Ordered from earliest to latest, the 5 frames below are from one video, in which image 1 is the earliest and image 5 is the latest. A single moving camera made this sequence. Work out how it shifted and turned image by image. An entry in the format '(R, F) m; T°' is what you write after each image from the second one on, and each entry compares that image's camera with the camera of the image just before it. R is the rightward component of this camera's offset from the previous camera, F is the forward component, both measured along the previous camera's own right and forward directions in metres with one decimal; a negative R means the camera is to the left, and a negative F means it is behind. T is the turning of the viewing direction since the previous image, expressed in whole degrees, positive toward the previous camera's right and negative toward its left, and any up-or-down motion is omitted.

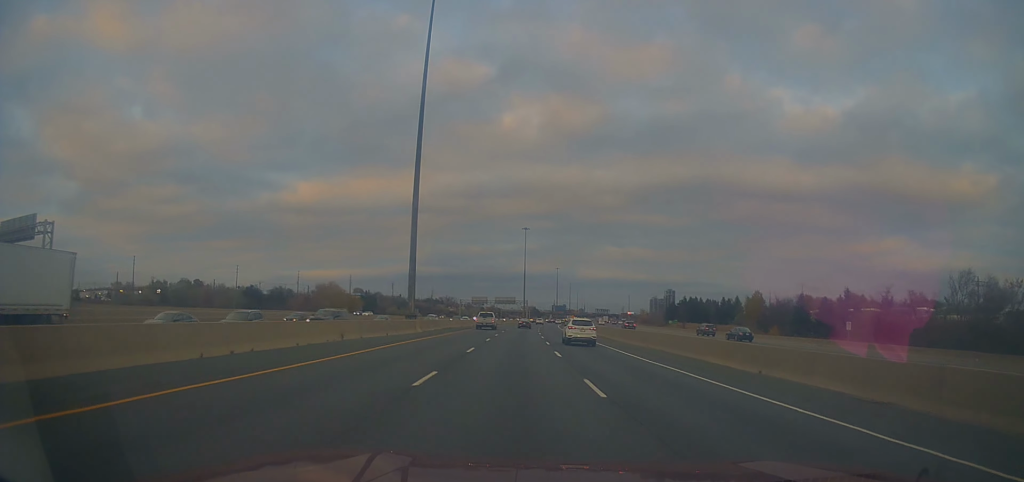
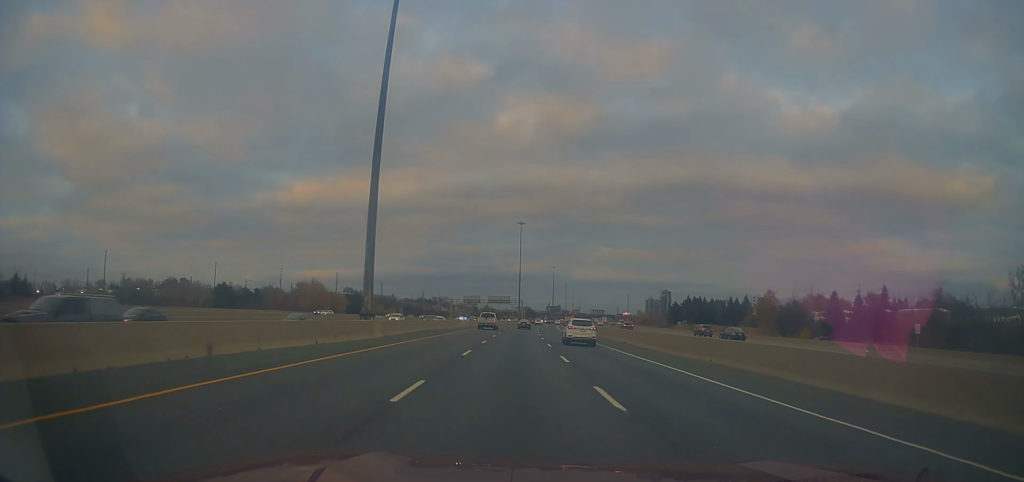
(+0.2, +13.8) m; +1°
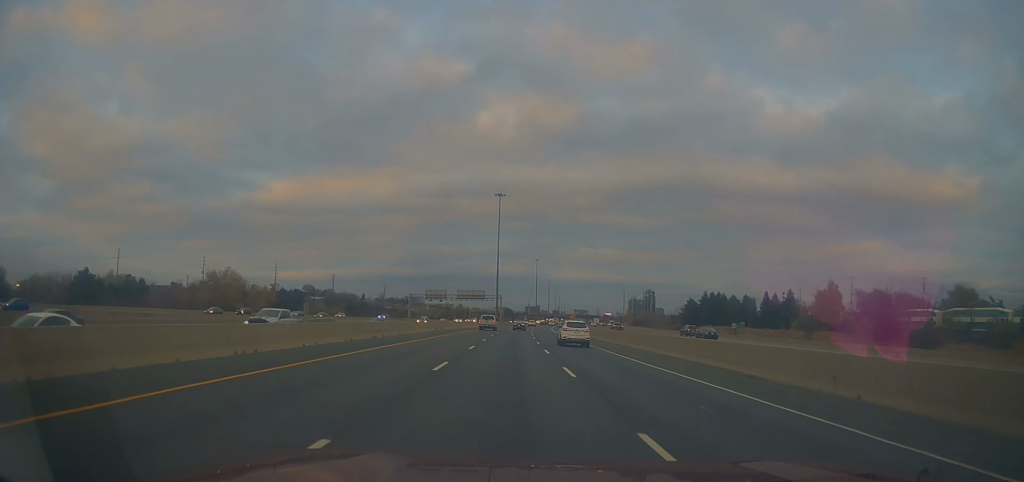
(+0.2, +49.5) m; +1°
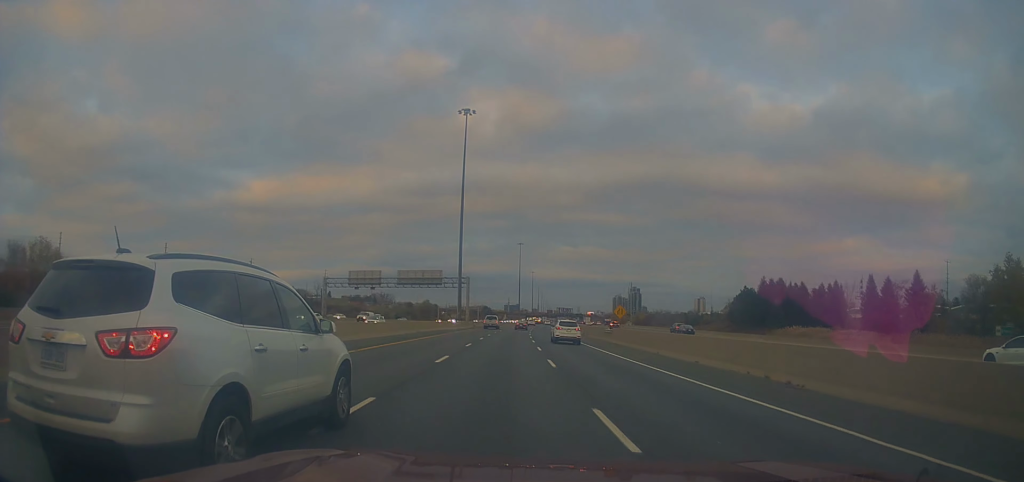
(+1.9, +65.4) m; +3°
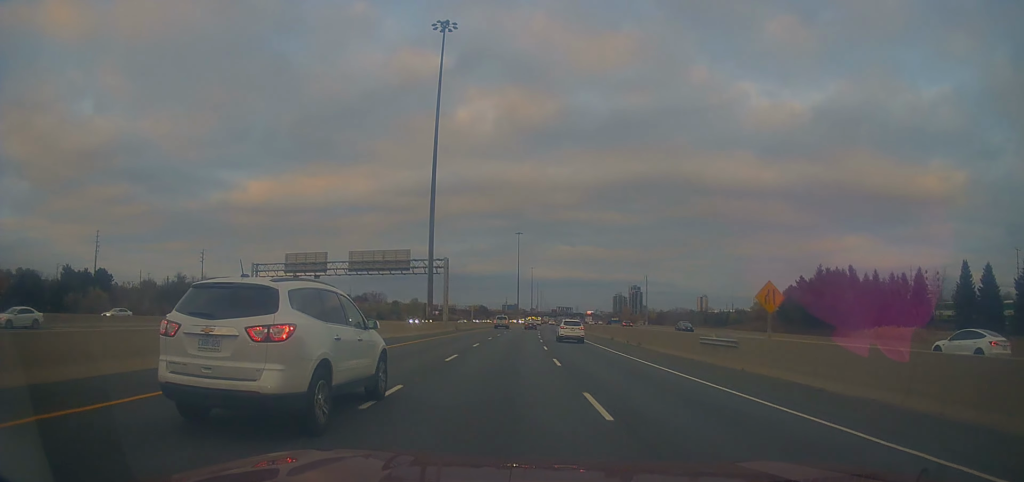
(0.0, +30.8) m; 0°
